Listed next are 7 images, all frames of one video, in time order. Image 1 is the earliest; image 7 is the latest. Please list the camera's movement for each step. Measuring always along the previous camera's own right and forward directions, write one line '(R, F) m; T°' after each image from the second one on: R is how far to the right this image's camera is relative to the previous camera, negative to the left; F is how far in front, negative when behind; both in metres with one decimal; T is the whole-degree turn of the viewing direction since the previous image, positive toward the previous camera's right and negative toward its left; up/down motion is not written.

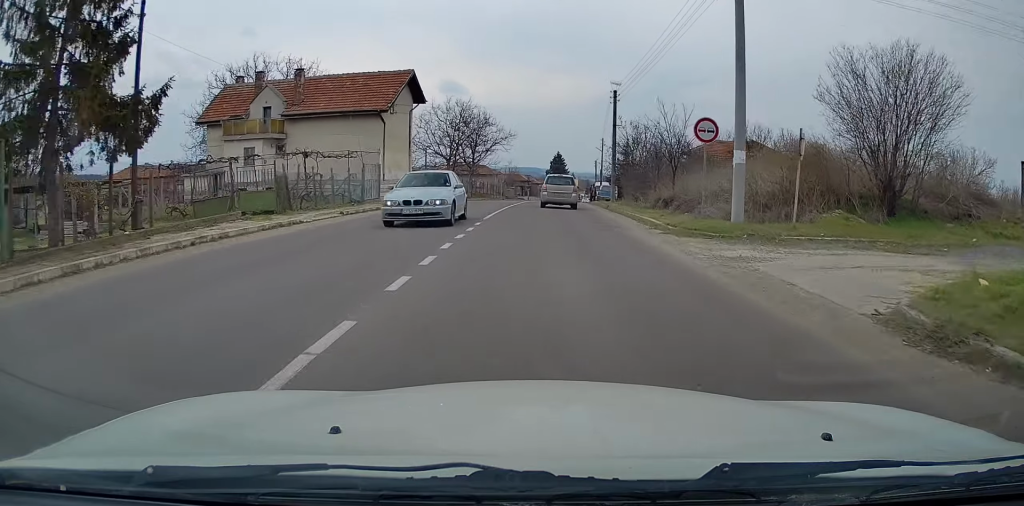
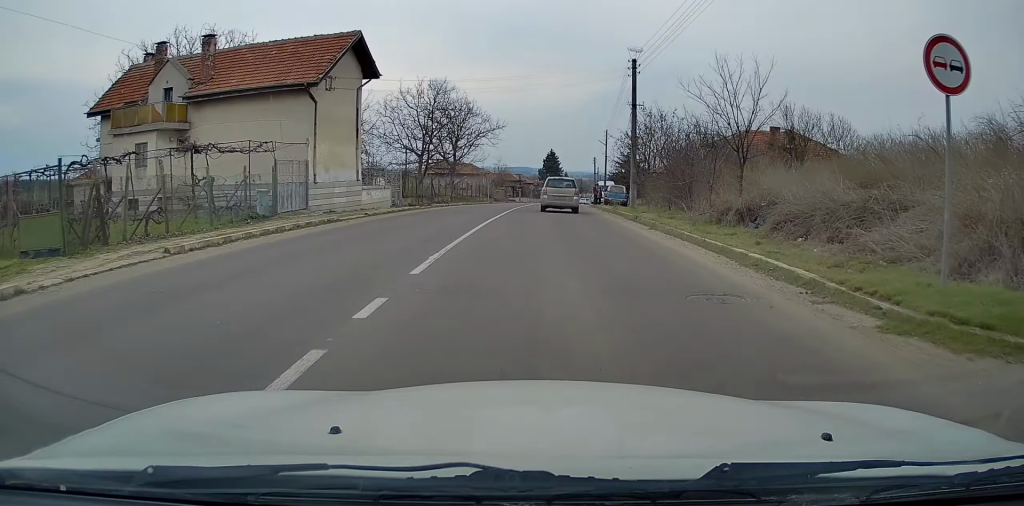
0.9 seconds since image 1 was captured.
(+0.1, +11.2) m; +1°
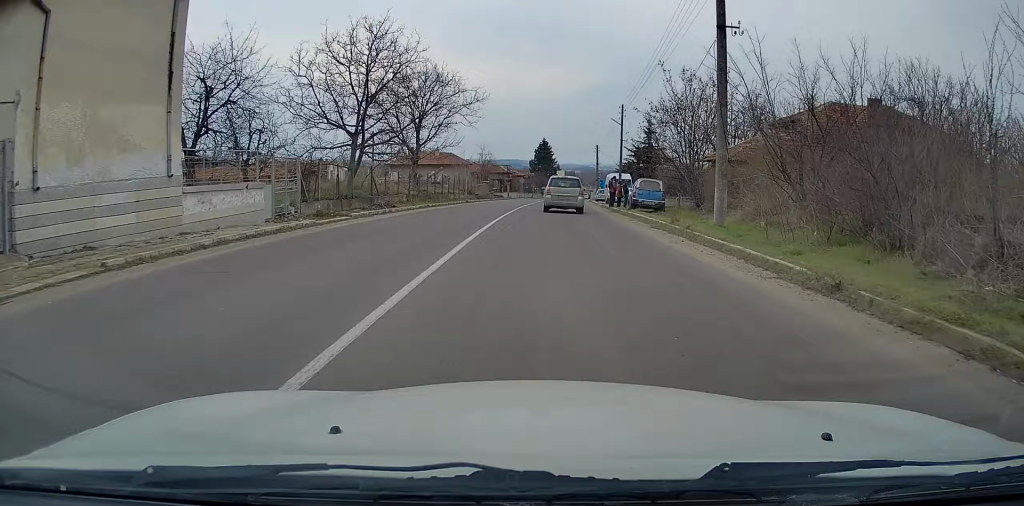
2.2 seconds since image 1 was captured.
(+0.3, +16.4) m; +1°
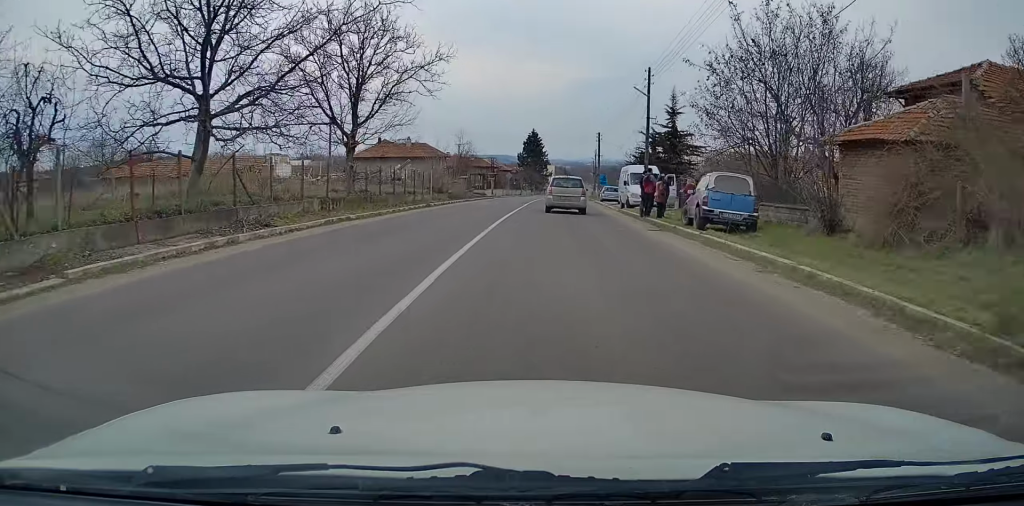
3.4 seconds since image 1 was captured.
(+0.1, +14.7) m; +1°
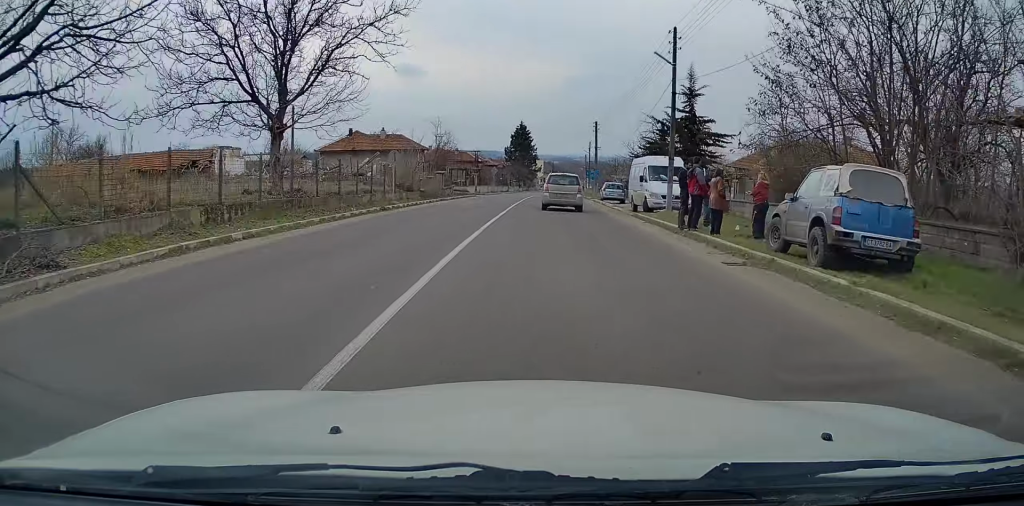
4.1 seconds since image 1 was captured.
(+0.1, +8.5) m; +1°
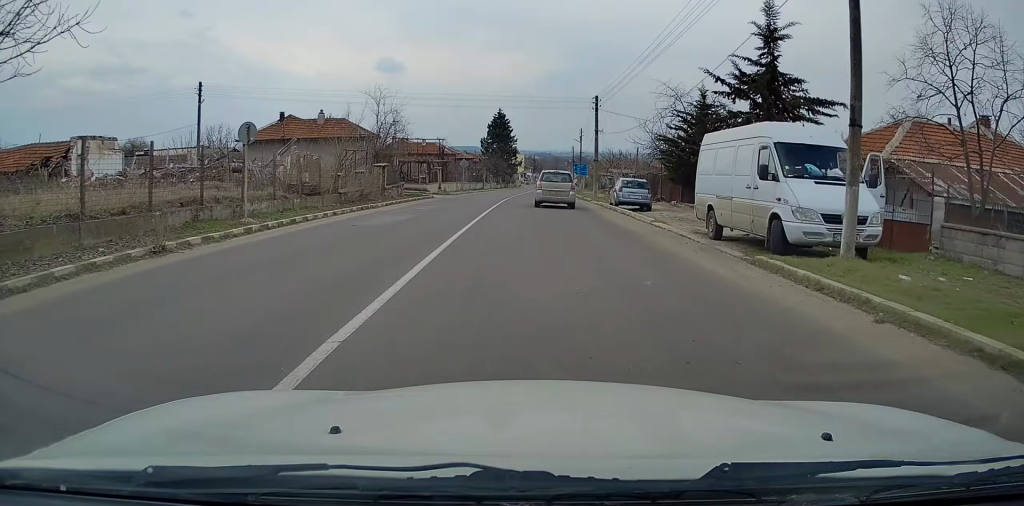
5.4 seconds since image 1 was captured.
(+0.3, +16.0) m; +1°
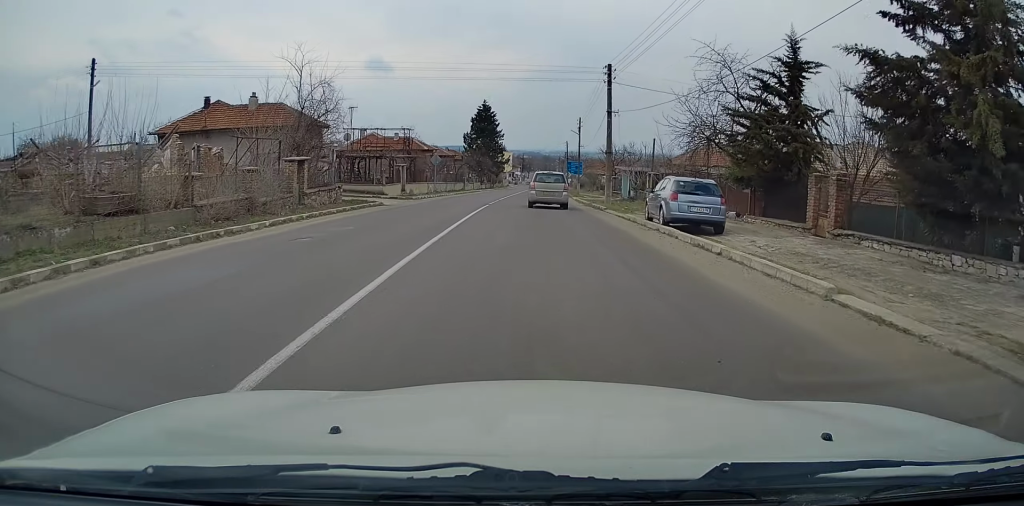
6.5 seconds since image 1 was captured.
(0.0, +12.7) m; +1°
